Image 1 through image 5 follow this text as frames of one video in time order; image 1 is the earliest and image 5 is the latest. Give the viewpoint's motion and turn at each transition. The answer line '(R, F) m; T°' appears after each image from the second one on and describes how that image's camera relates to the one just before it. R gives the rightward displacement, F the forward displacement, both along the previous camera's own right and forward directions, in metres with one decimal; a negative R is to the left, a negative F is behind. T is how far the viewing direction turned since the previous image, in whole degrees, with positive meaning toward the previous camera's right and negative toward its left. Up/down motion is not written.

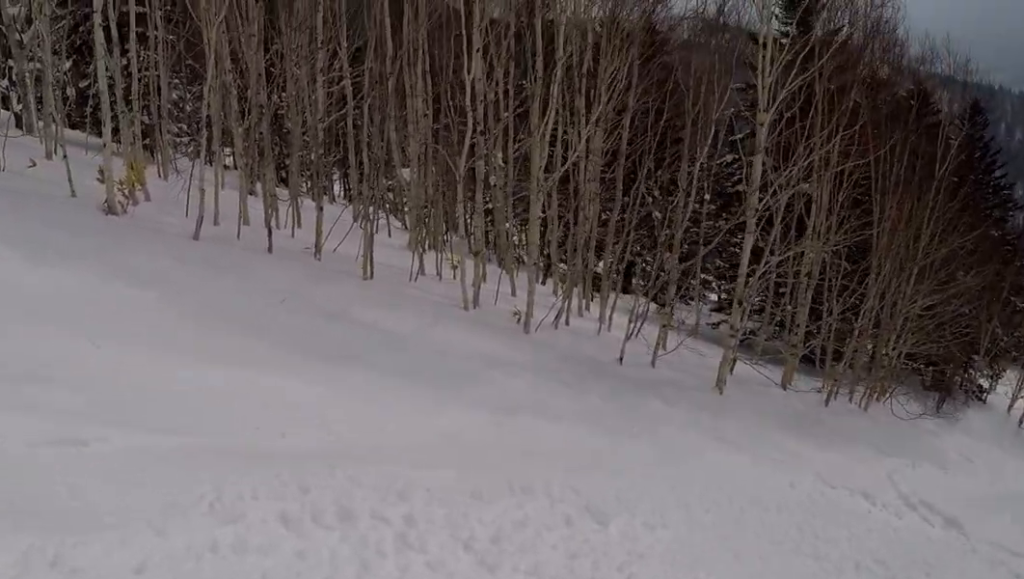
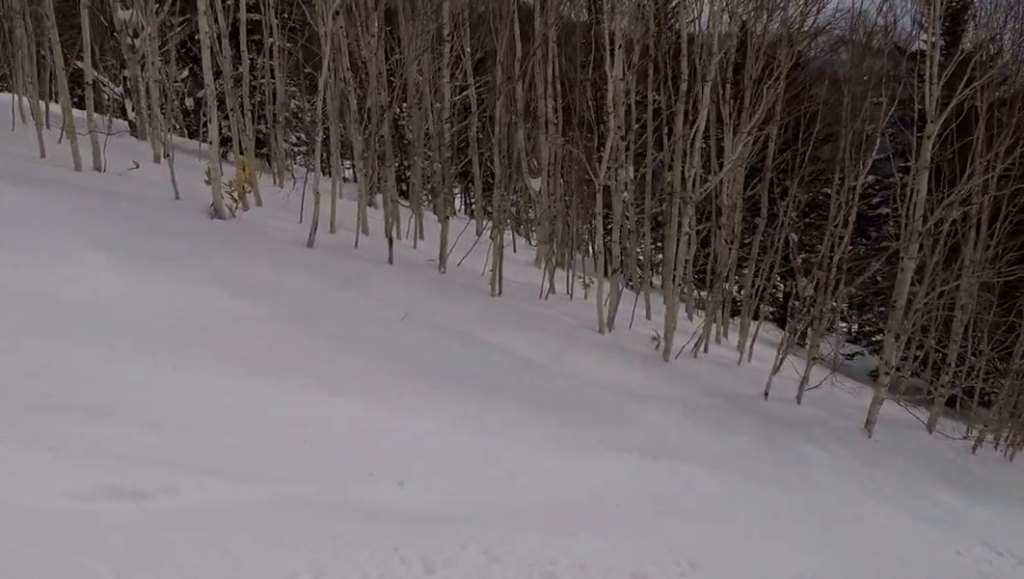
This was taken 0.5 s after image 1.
(+0.1, +1.0) m; +12°
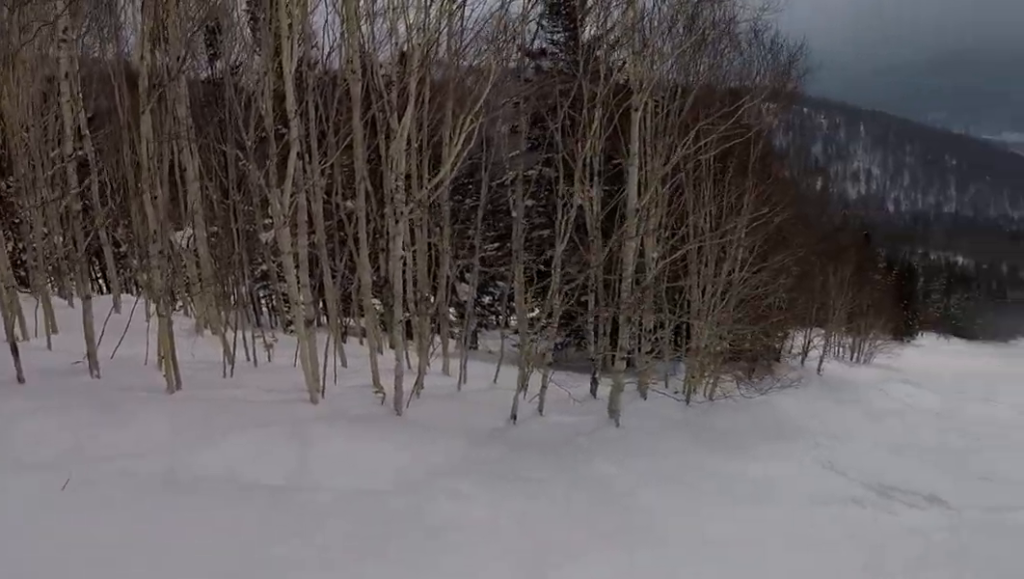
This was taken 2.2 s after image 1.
(+2.0, +3.6) m; +74°
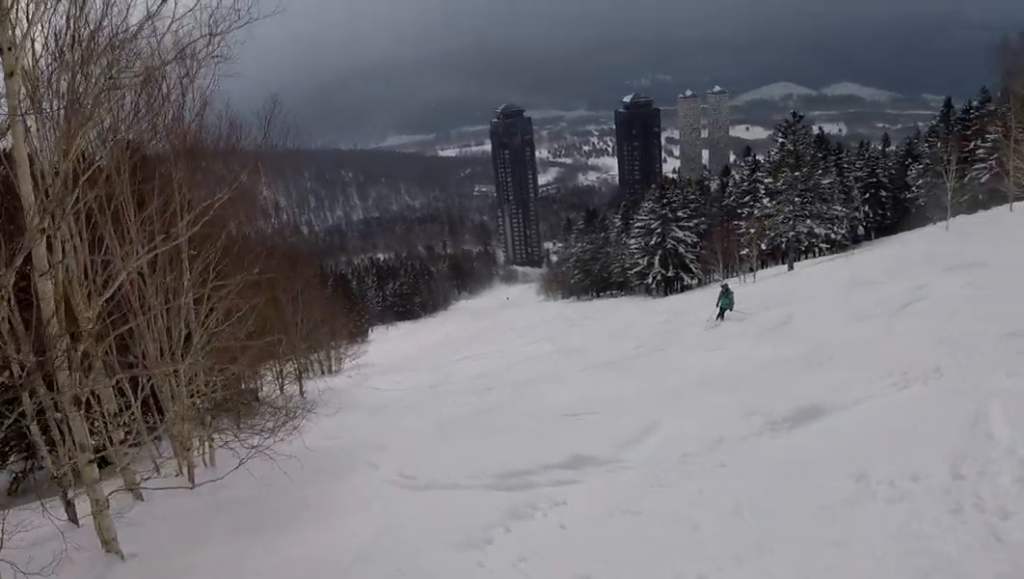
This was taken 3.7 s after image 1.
(+2.9, +4.8) m; +34°
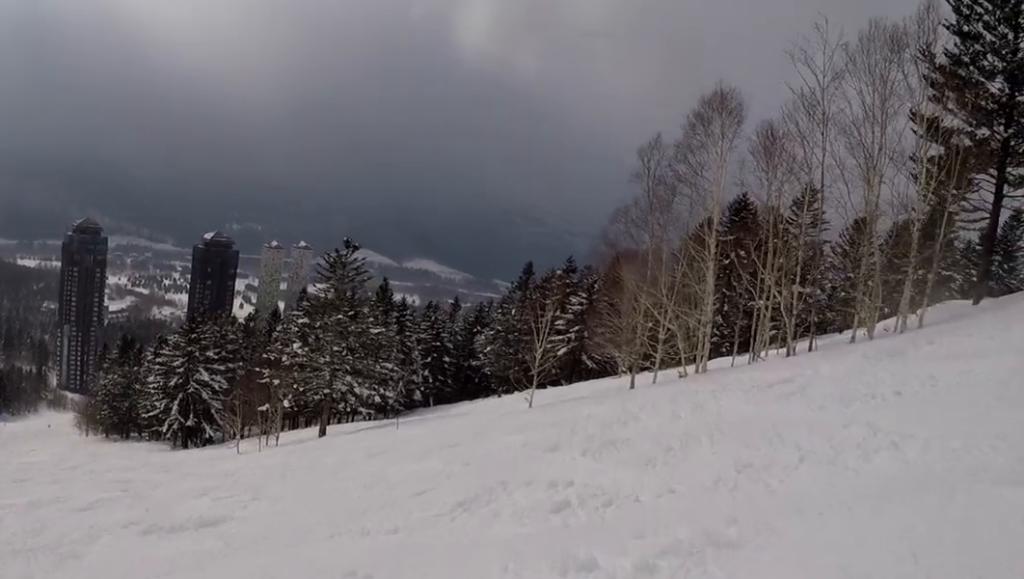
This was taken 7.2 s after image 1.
(+3.7, +16.0) m; +21°
